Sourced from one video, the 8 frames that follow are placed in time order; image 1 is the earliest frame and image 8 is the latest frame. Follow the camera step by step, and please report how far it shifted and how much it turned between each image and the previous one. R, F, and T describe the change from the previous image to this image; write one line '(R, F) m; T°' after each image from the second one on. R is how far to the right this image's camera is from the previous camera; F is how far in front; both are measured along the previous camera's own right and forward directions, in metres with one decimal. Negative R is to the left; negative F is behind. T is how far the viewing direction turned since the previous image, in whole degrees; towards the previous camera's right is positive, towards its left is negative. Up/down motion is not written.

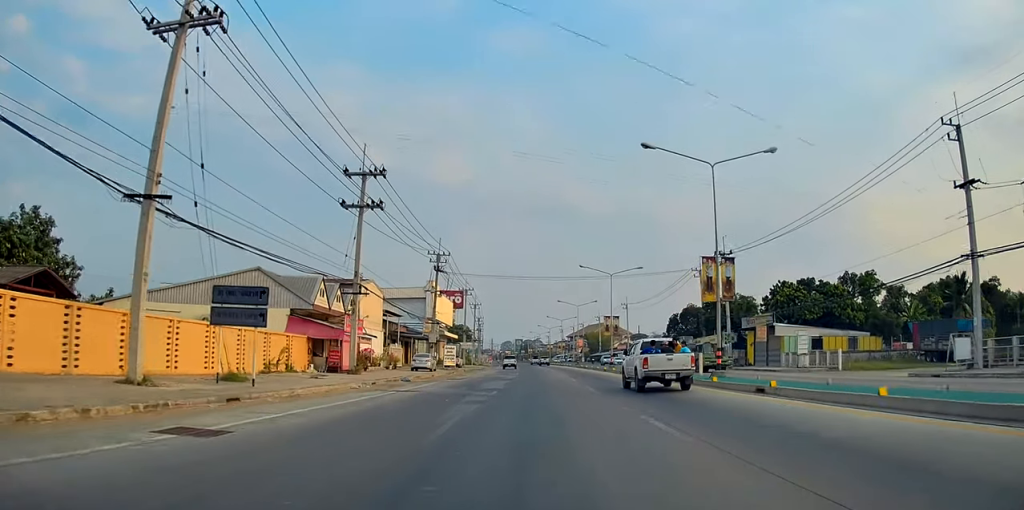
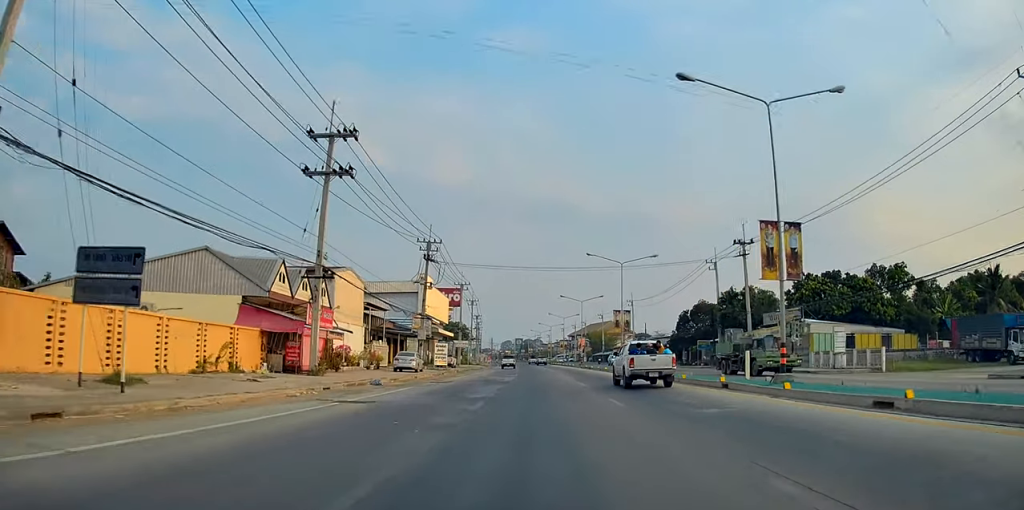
(0.0, +6.7) m; 0°
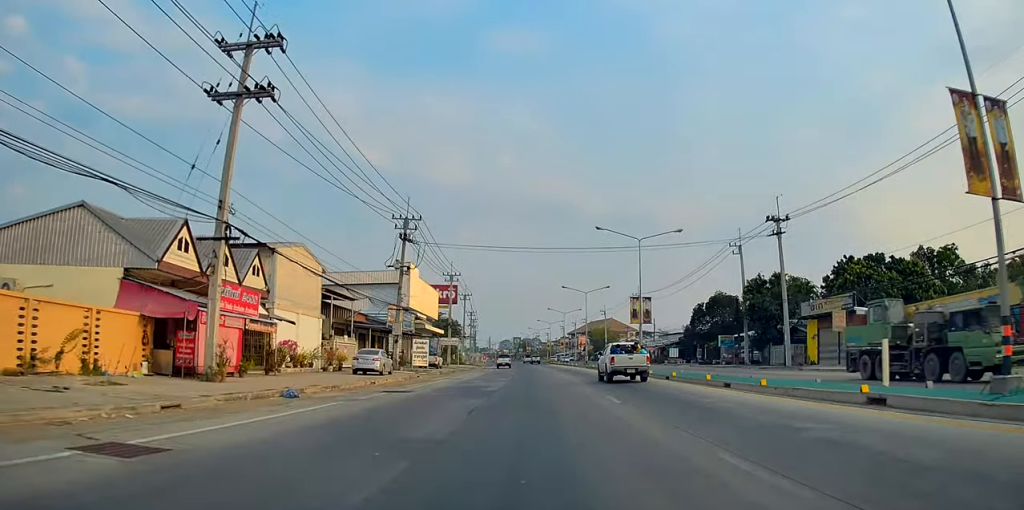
(0.0, +10.4) m; 0°
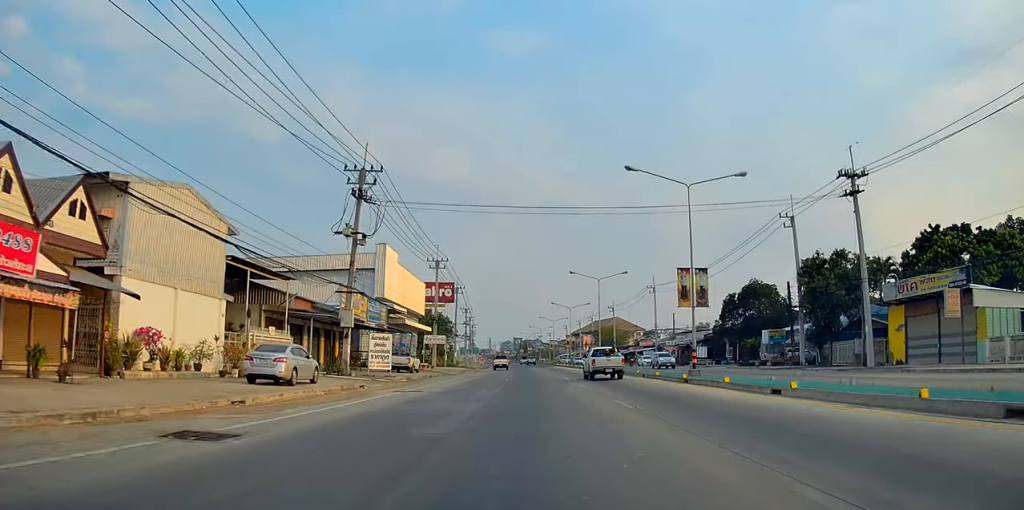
(0.0, +14.3) m; 0°
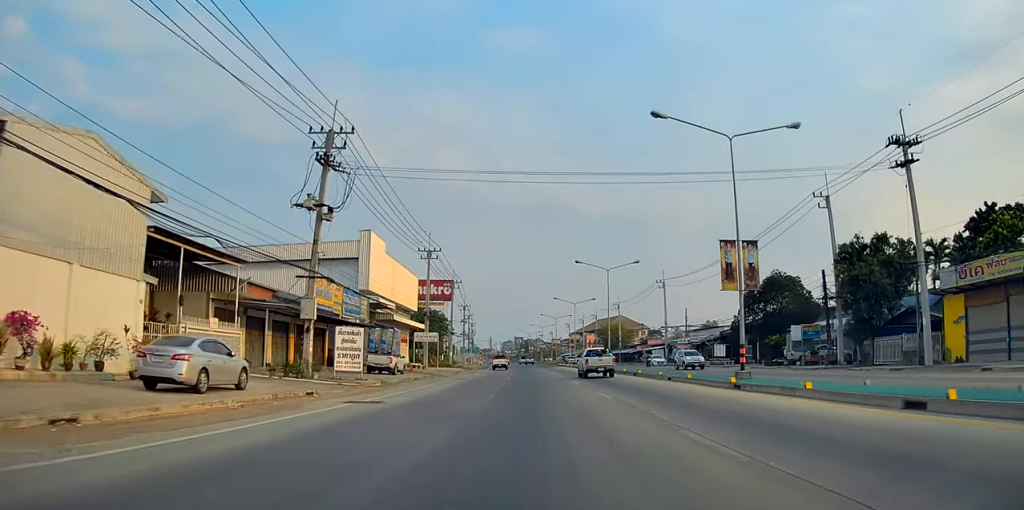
(0.0, +7.2) m; 0°
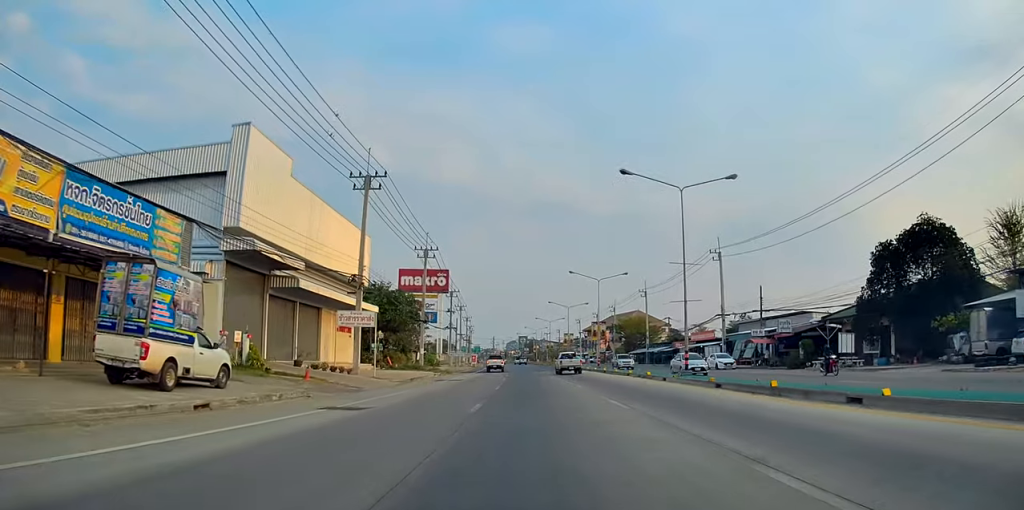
(-1.5, +28.0) m; -3°
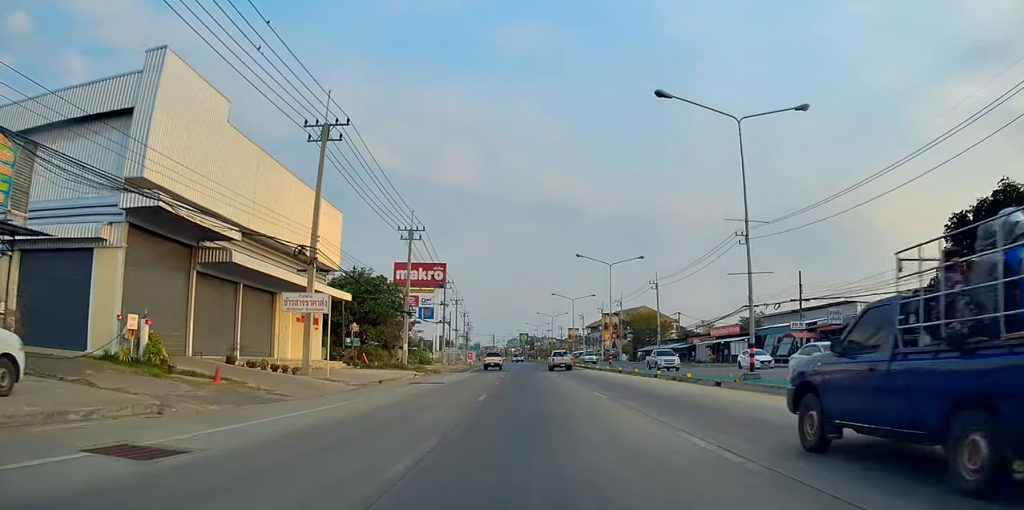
(+0.5, +8.8) m; 0°
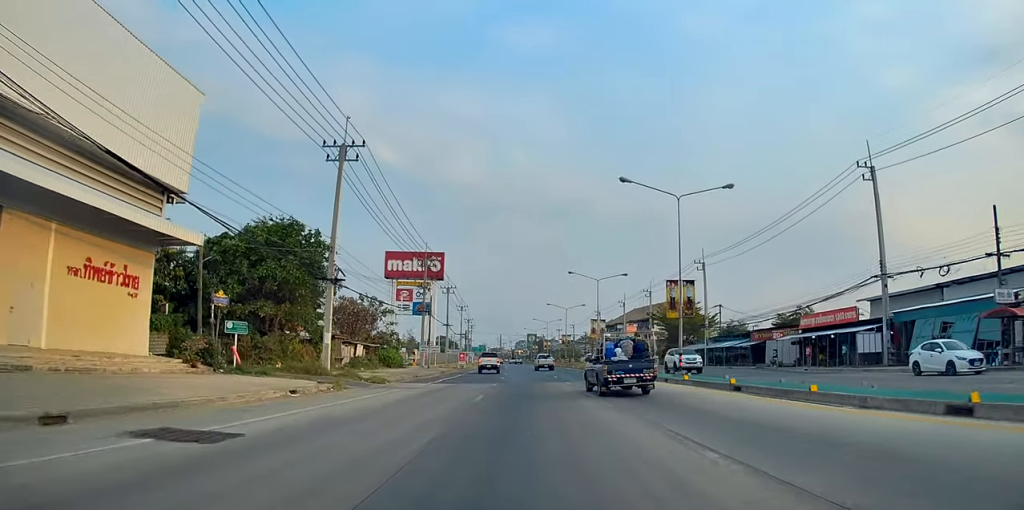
(-0.2, +24.0) m; 0°
